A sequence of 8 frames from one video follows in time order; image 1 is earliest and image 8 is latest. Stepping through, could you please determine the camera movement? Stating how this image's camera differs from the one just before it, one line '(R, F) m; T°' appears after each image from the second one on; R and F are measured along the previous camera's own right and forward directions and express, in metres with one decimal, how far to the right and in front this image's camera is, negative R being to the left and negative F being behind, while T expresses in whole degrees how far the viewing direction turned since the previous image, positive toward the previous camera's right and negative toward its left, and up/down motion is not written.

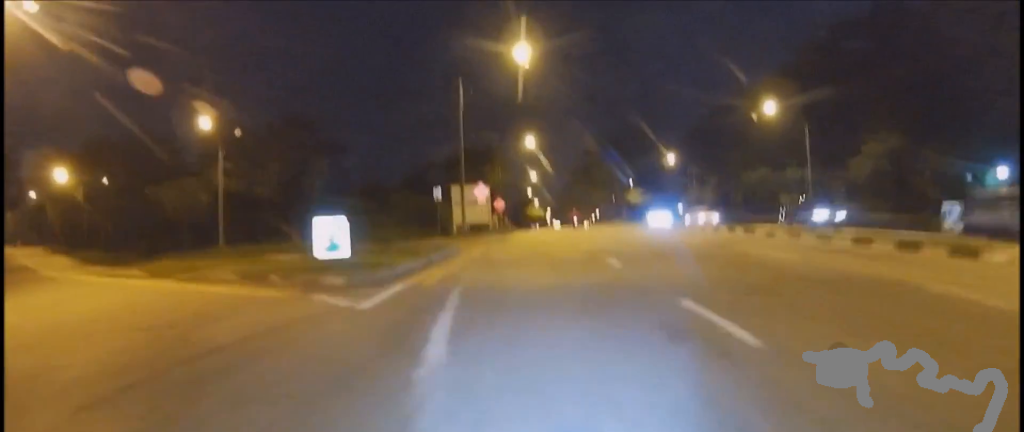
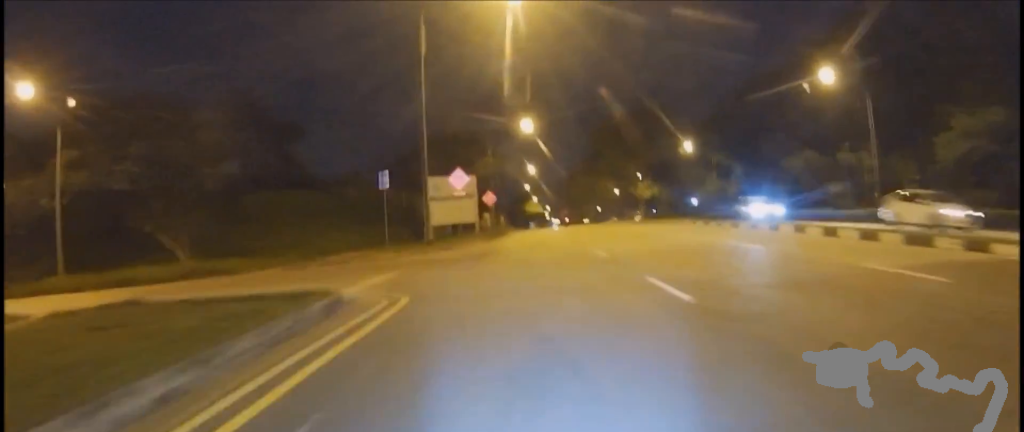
(0.0, +10.5) m; +1°
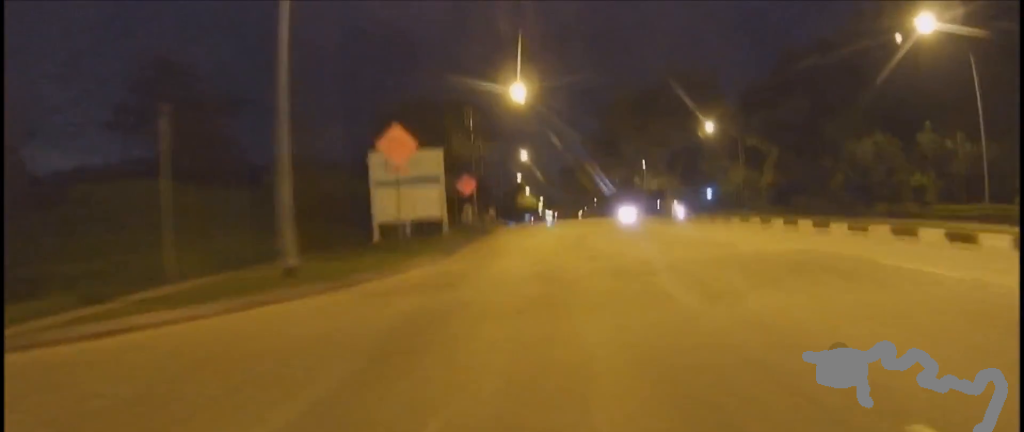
(+0.3, +12.1) m; +1°
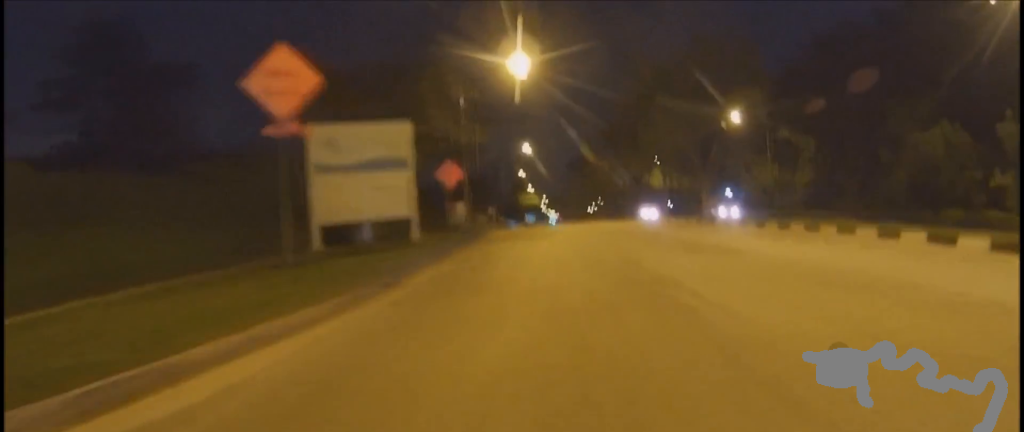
(-0.1, +7.5) m; -1°
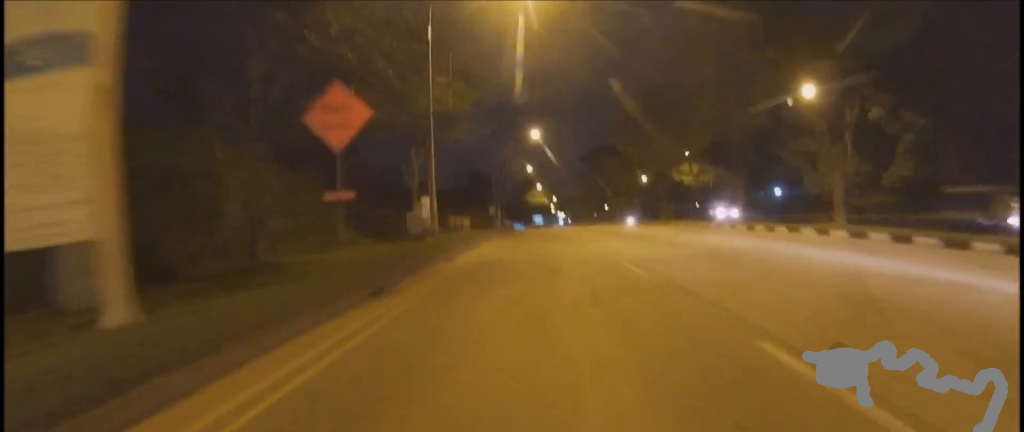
(-0.3, +14.1) m; +1°
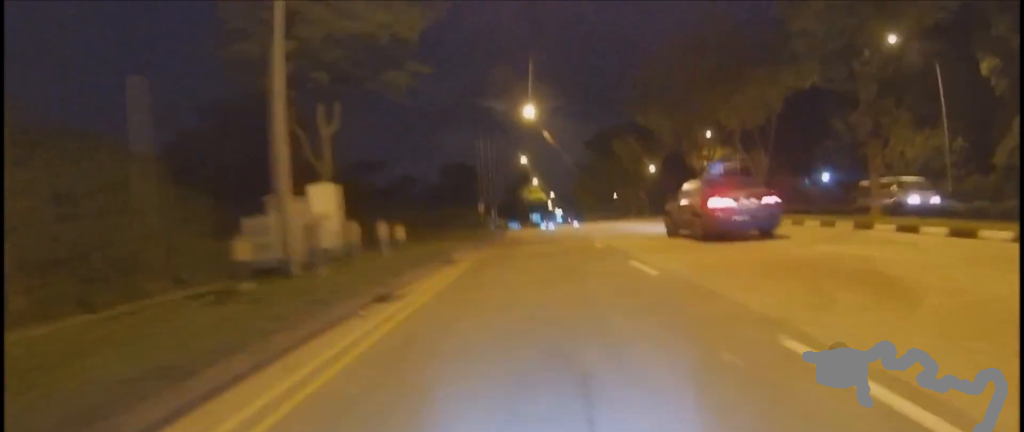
(+0.4, +12.6) m; 0°
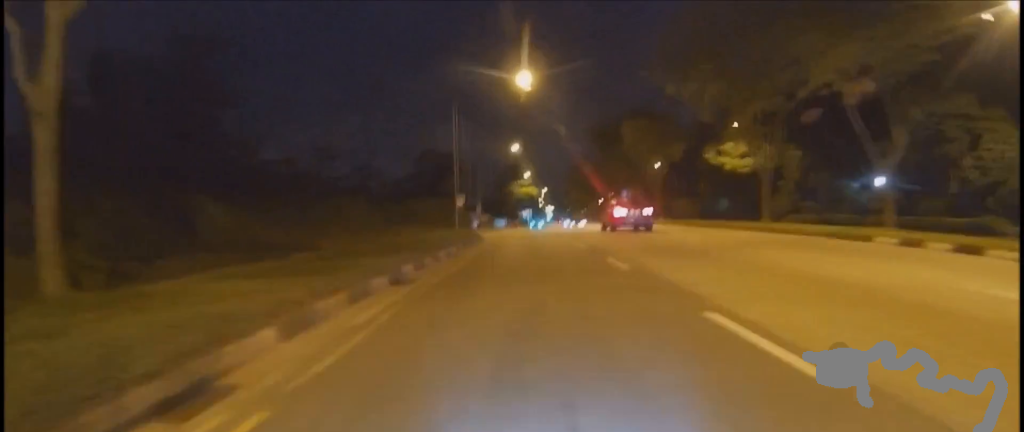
(-0.3, +10.5) m; -2°
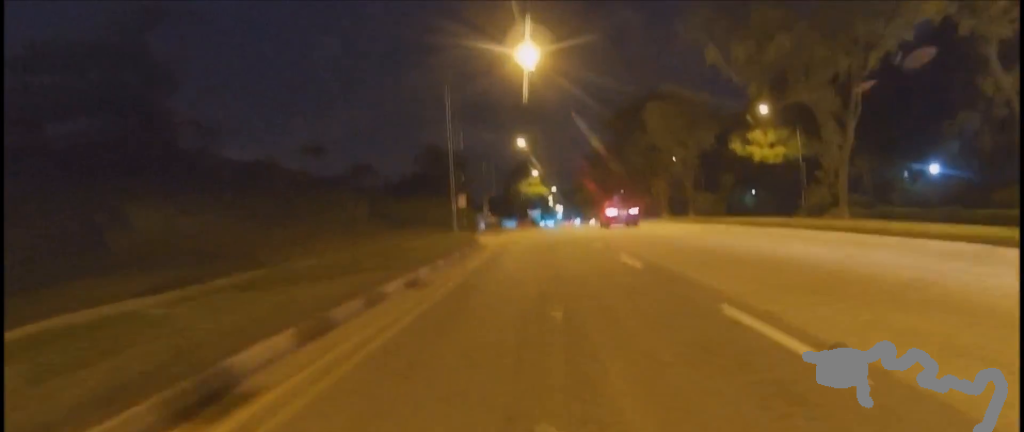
(0.0, +5.9) m; 0°
